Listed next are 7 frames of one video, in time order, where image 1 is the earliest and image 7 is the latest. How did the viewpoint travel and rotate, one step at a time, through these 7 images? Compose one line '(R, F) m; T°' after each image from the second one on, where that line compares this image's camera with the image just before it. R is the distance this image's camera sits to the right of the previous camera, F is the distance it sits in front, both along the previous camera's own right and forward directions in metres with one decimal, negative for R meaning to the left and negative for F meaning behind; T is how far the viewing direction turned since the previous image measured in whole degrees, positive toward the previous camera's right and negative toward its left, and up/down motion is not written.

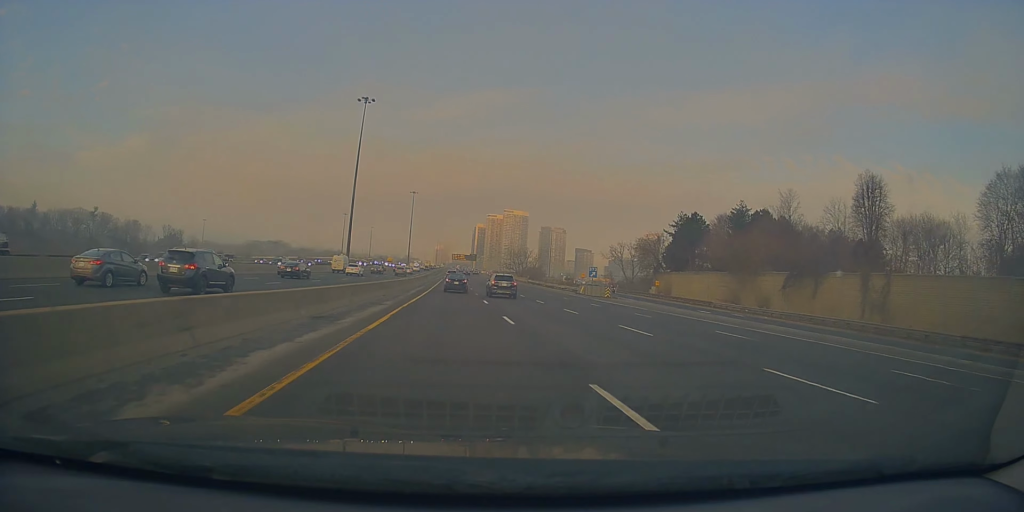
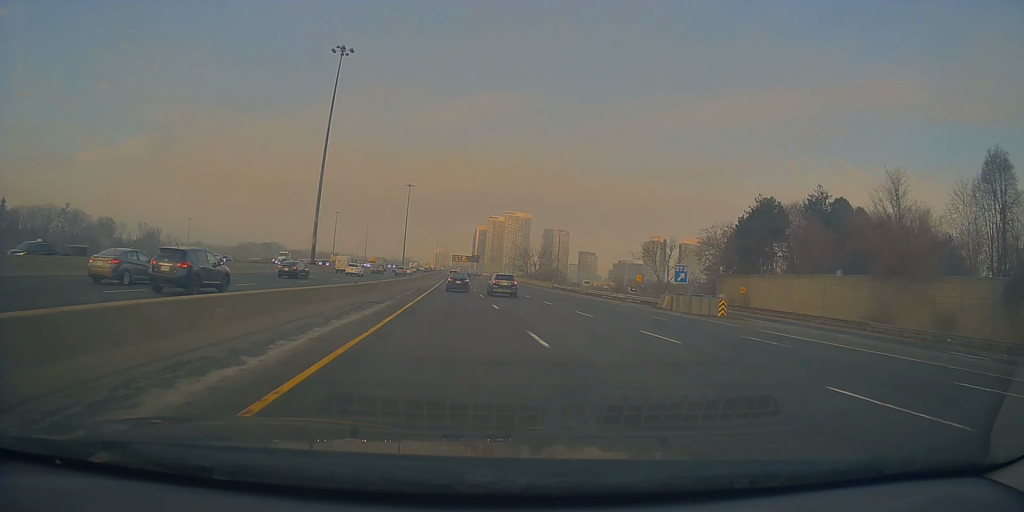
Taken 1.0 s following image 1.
(+0.4, +29.3) m; 0°
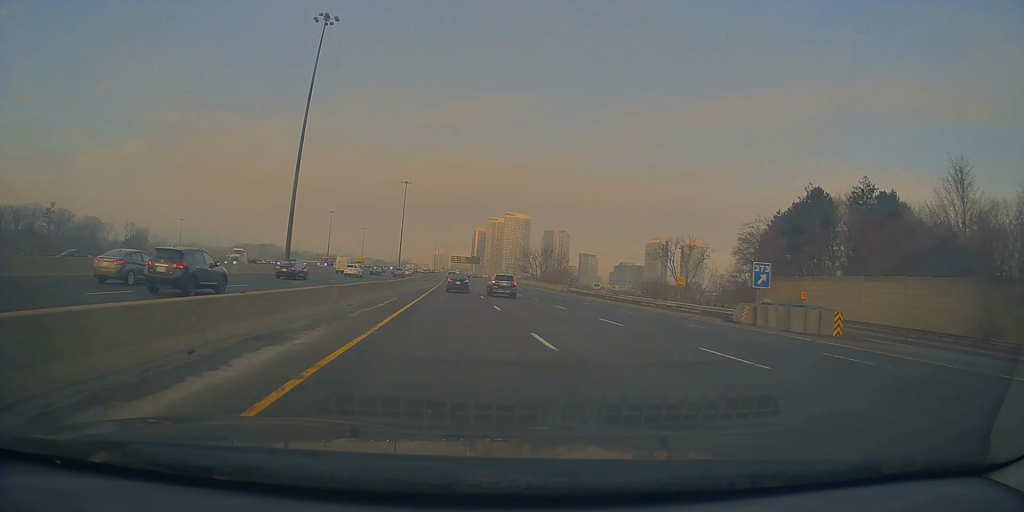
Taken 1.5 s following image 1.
(+0.1, +13.1) m; 0°
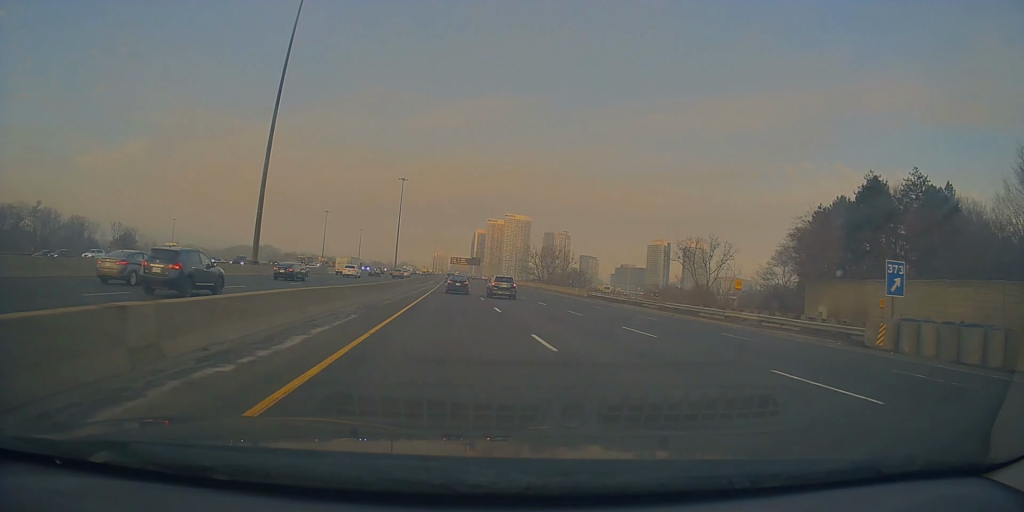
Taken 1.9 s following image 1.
(-0.2, +12.1) m; 0°
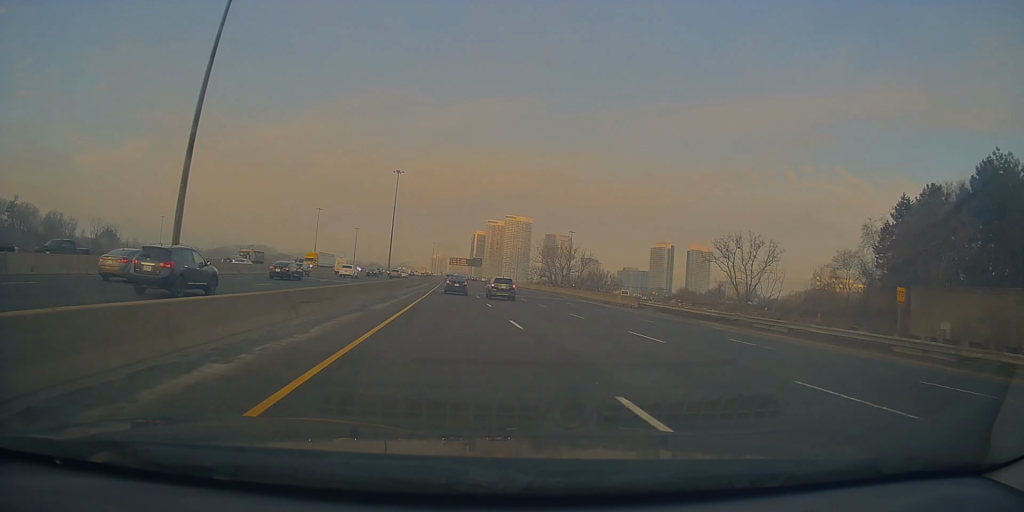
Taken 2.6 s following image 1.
(-0.1, +18.7) m; 0°
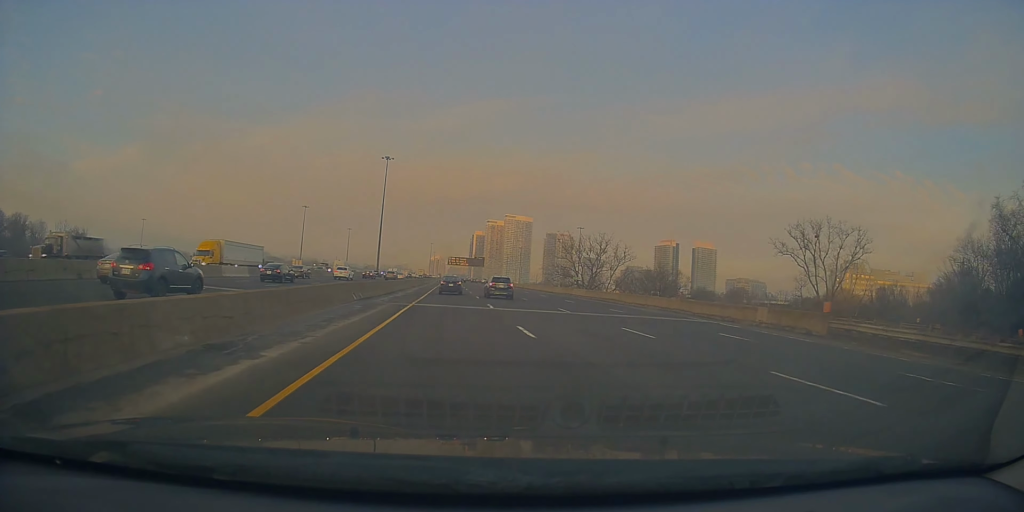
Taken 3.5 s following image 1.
(+0.1, +26.4) m; +1°
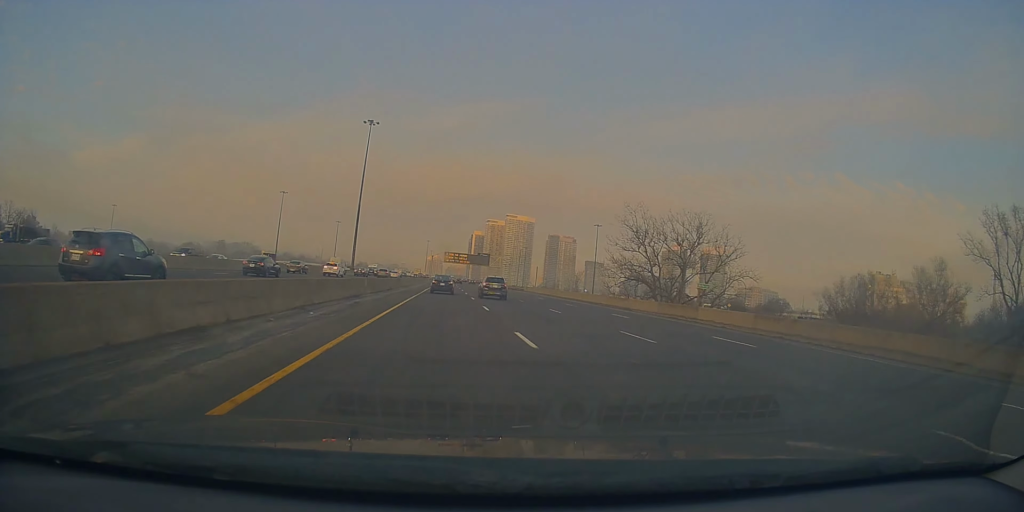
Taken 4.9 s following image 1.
(+0.1, +38.7) m; 0°
